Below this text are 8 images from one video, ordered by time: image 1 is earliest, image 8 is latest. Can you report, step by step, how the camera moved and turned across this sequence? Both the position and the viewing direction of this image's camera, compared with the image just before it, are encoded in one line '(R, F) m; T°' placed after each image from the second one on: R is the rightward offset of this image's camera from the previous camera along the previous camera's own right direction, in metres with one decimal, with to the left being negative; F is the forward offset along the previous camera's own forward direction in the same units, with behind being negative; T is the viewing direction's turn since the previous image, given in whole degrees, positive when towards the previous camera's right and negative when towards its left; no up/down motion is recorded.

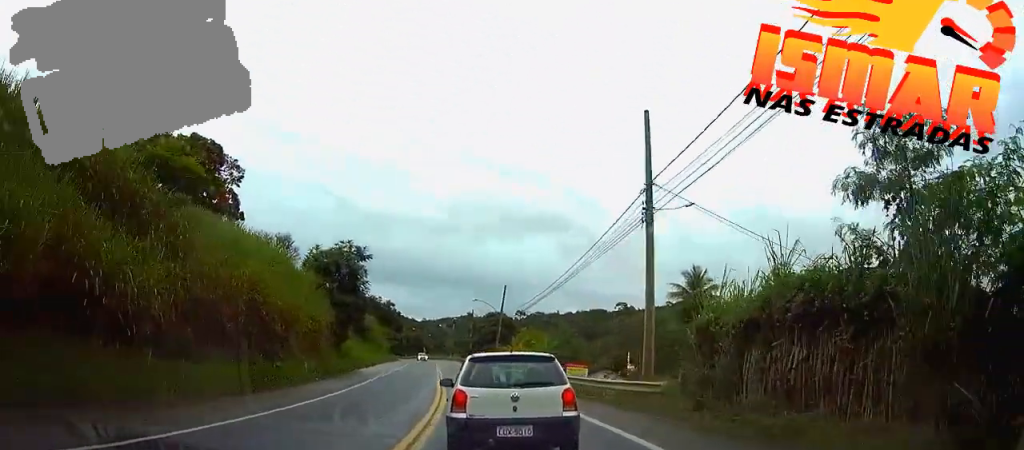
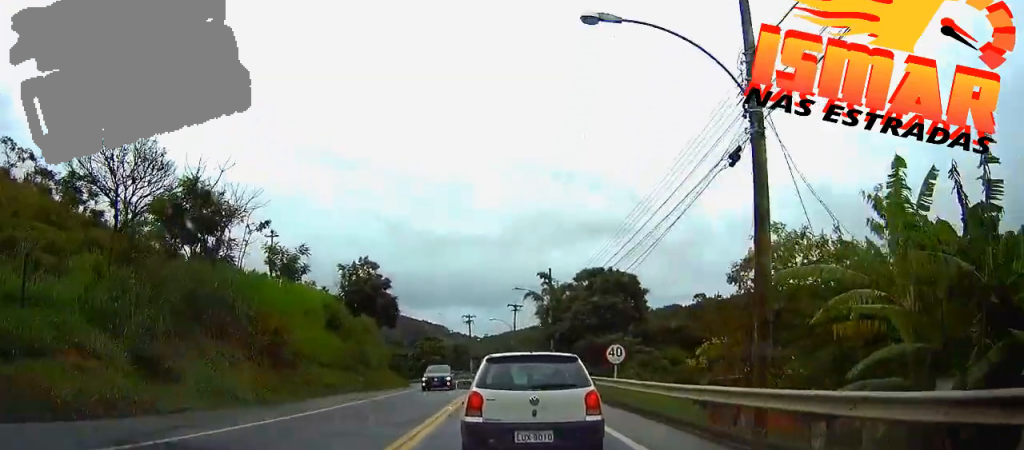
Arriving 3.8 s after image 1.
(-2.9, +62.2) m; -4°
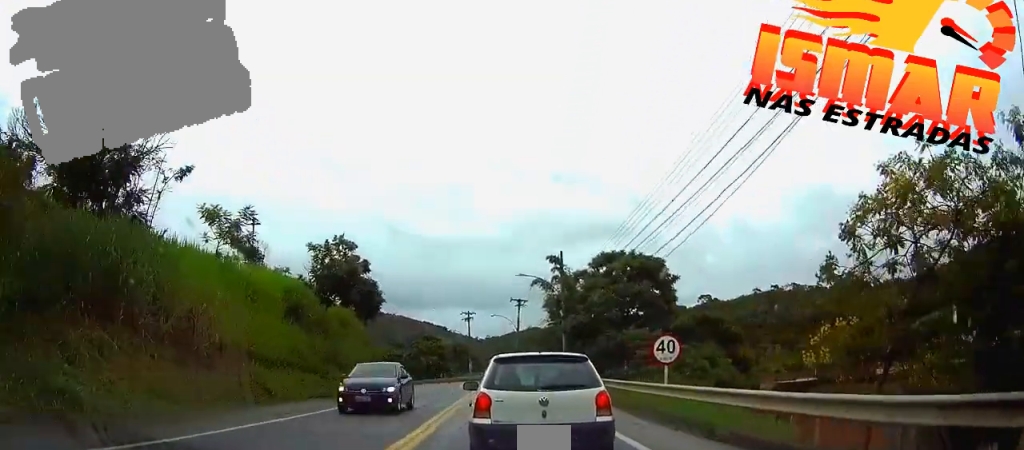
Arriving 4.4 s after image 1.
(0.0, +8.1) m; 0°
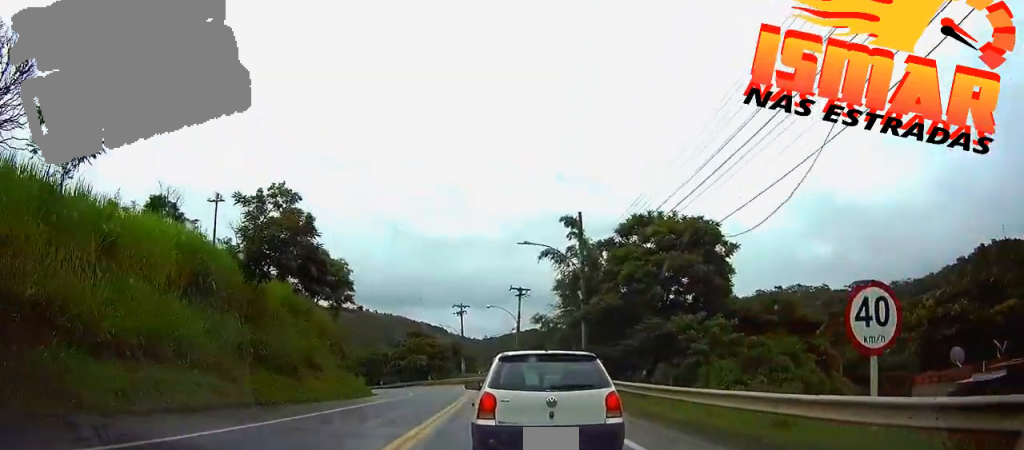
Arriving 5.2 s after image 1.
(0.0, +11.9) m; 0°
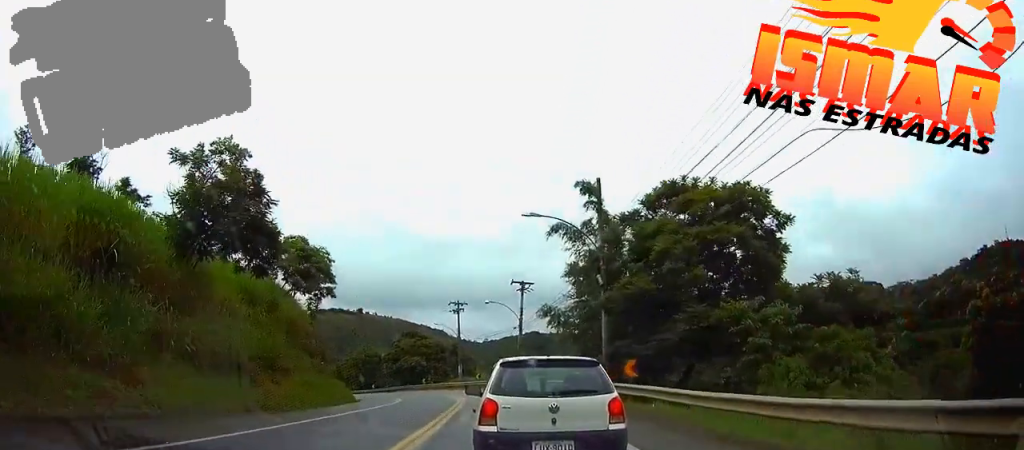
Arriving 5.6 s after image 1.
(0.0, +6.7) m; -1°
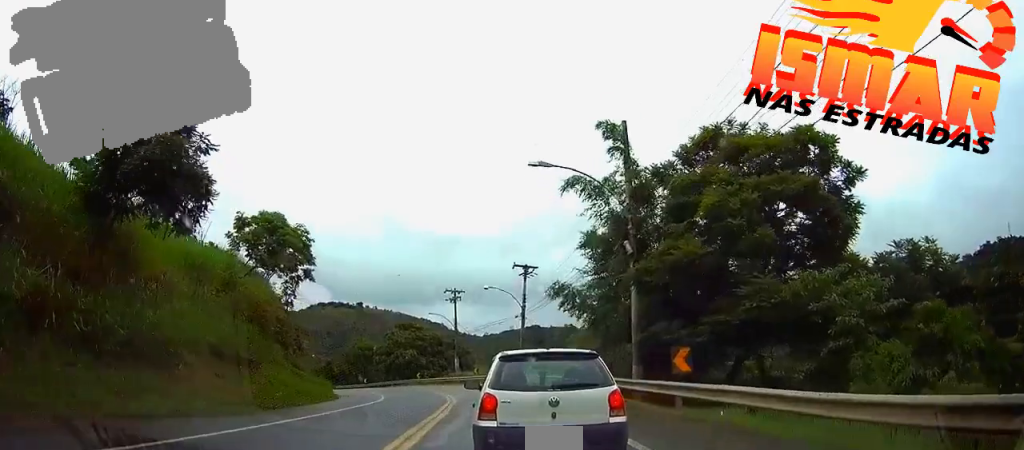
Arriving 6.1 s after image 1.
(0.0, +6.1) m; -1°
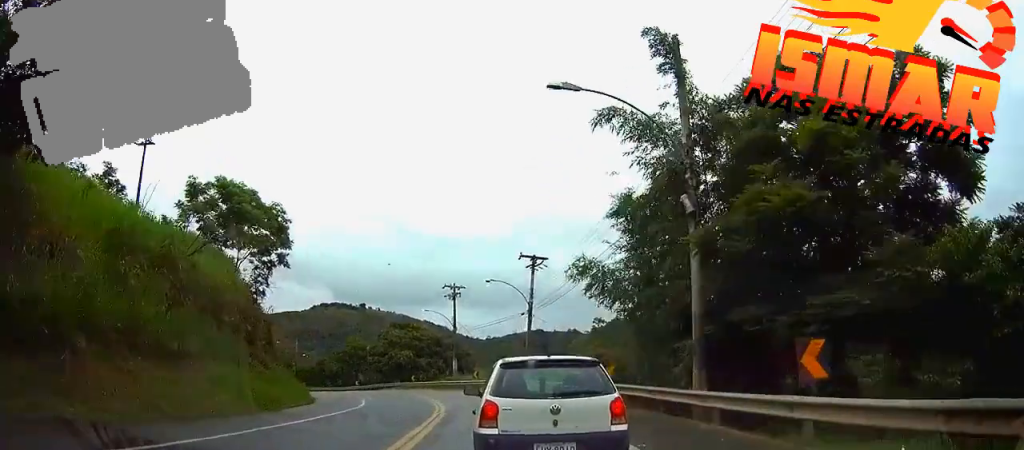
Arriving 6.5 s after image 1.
(-0.1, +6.4) m; -1°
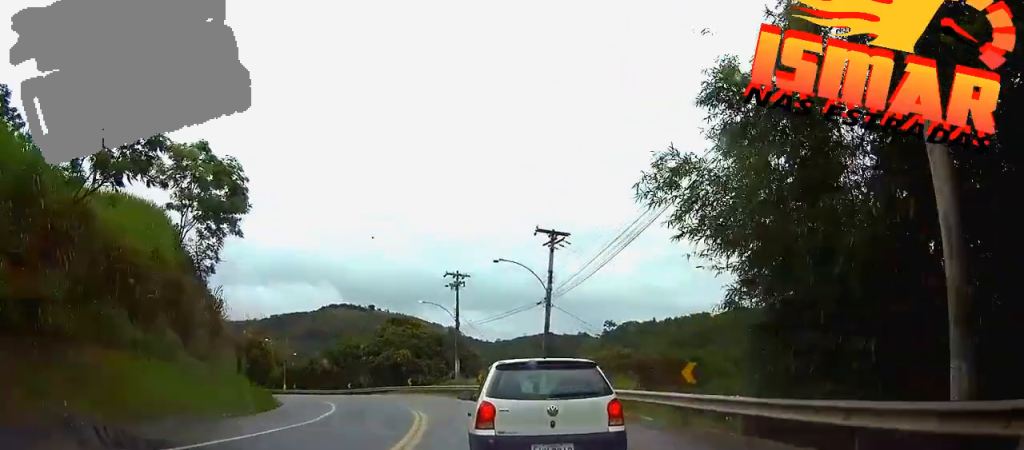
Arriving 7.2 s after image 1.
(-0.1, +9.0) m; -2°
